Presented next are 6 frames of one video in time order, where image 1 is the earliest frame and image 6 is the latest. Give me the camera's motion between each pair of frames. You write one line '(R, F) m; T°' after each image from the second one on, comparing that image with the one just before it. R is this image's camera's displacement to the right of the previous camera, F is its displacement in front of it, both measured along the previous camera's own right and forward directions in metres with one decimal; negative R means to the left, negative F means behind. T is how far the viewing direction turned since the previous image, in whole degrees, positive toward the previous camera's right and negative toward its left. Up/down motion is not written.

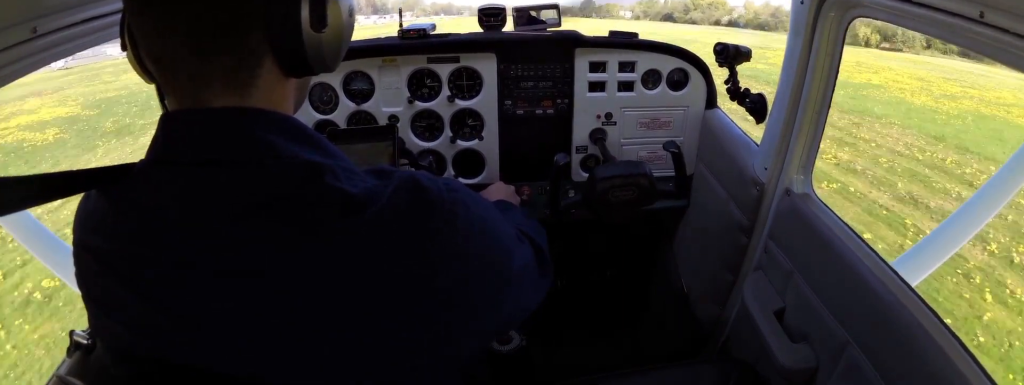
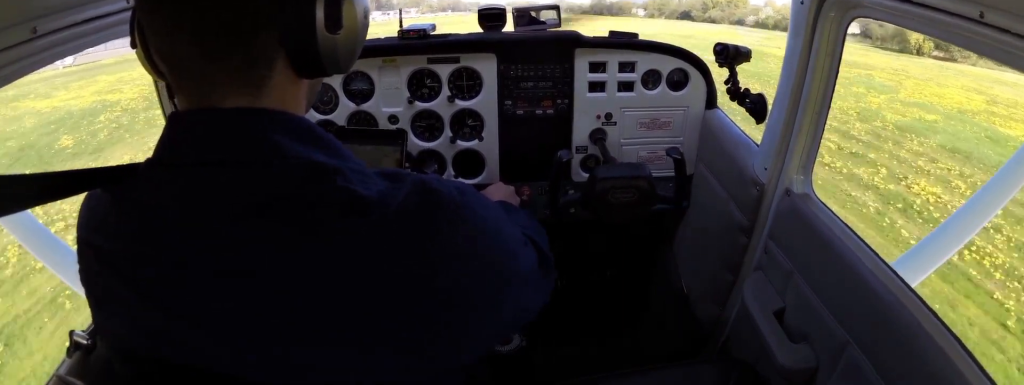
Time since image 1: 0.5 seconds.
(0.0, +16.5) m; 0°
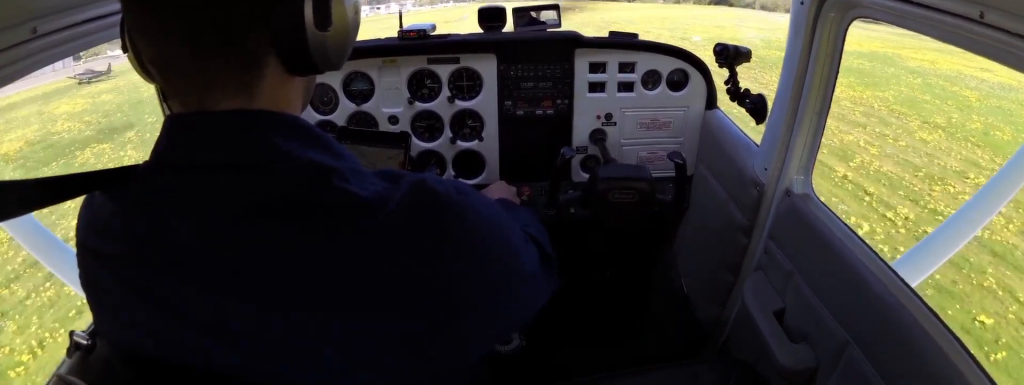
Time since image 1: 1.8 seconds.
(-0.1, +44.9) m; -1°
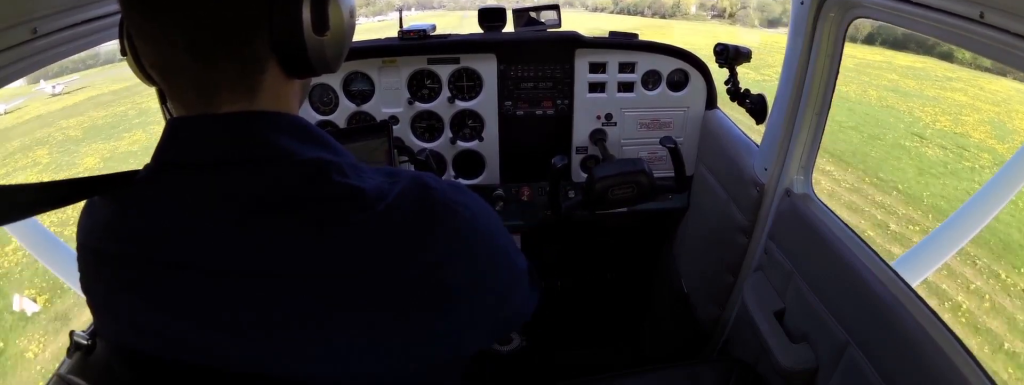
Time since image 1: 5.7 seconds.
(+4.1, +139.1) m; +3°
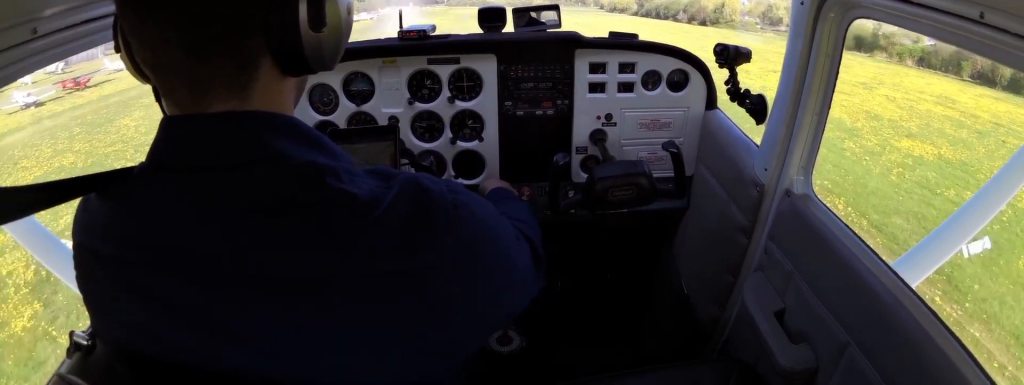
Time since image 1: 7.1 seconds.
(-0.6, +51.6) m; -1°
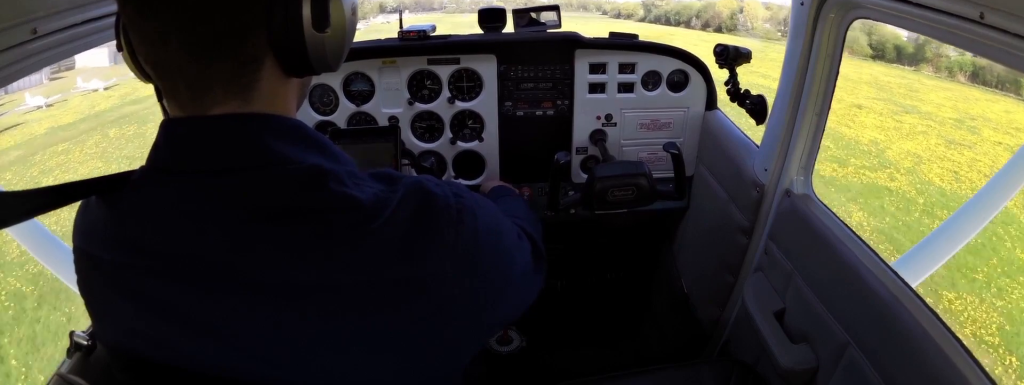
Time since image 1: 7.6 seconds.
(0.0, +17.9) m; 0°
